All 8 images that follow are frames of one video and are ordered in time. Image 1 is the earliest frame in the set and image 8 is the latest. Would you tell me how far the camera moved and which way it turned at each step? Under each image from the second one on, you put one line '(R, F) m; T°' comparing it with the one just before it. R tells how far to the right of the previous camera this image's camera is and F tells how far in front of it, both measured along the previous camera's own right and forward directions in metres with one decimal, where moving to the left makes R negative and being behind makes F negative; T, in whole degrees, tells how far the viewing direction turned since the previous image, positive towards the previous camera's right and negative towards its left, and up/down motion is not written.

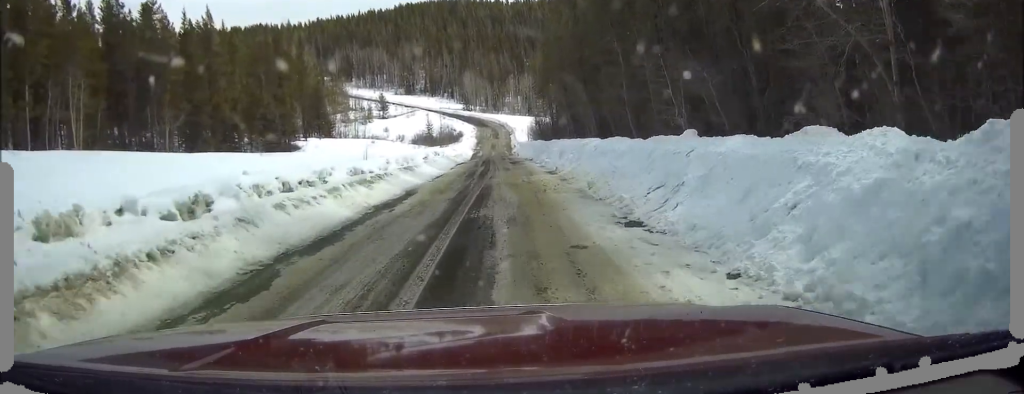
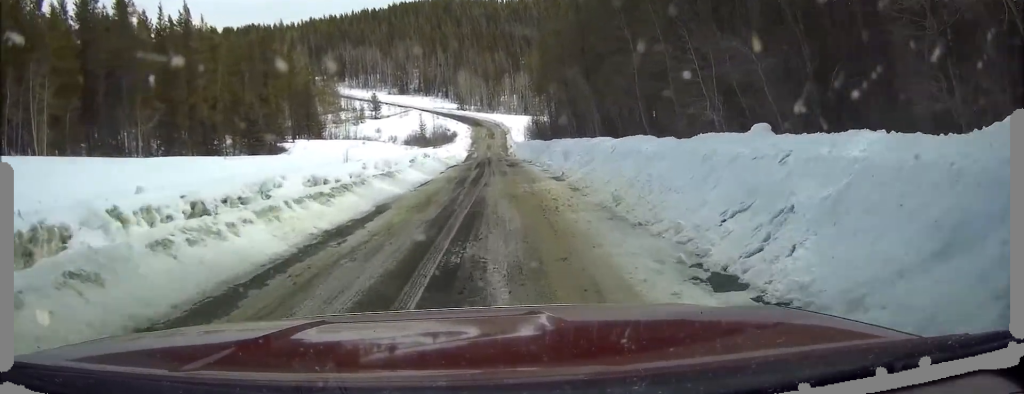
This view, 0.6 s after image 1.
(0.0, +4.6) m; +1°
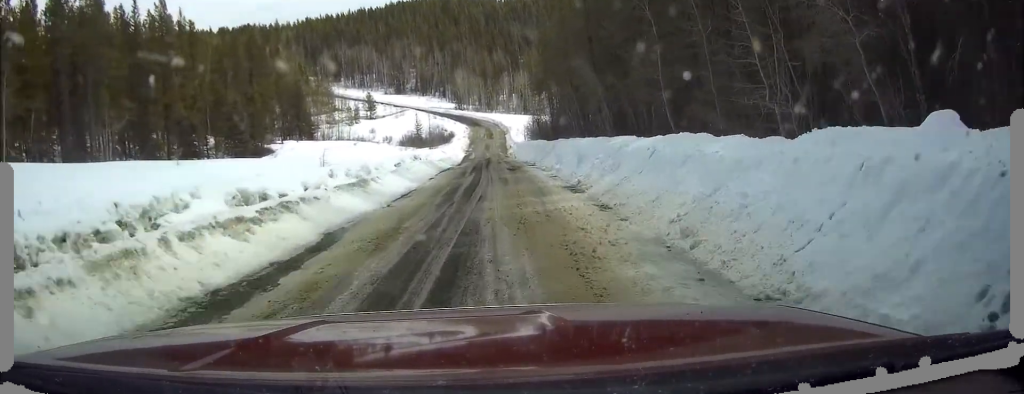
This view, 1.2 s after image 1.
(0.0, +5.2) m; +1°
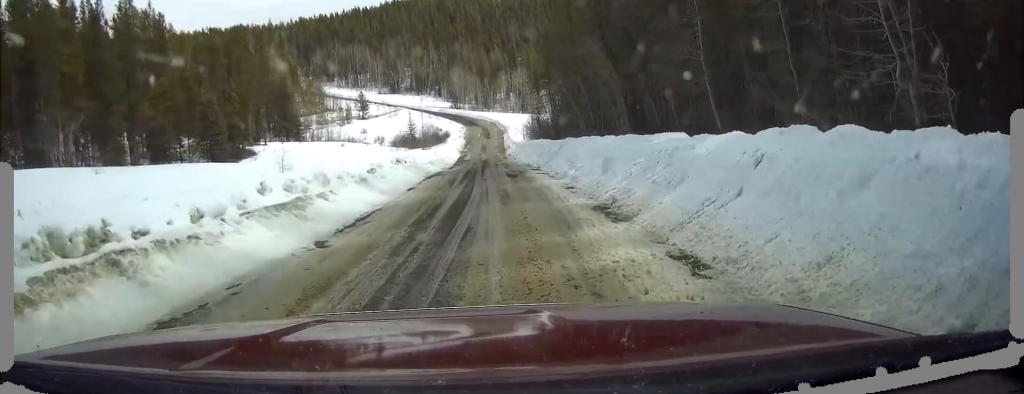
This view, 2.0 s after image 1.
(+0.1, +6.4) m; +2°
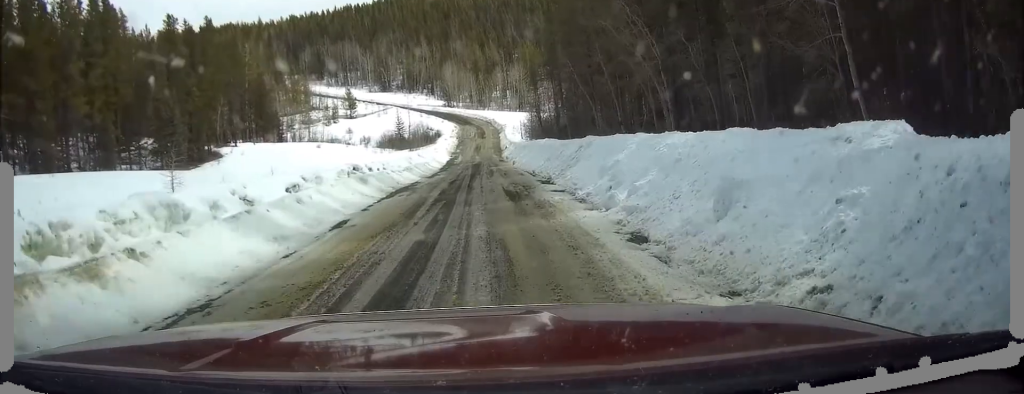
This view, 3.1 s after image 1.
(+0.3, +9.9) m; +1°
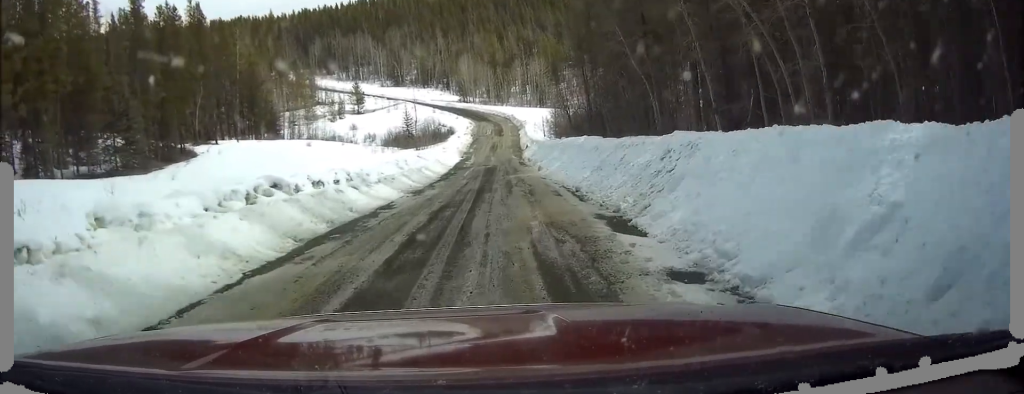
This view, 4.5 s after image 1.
(-0.3, +11.3) m; -3°
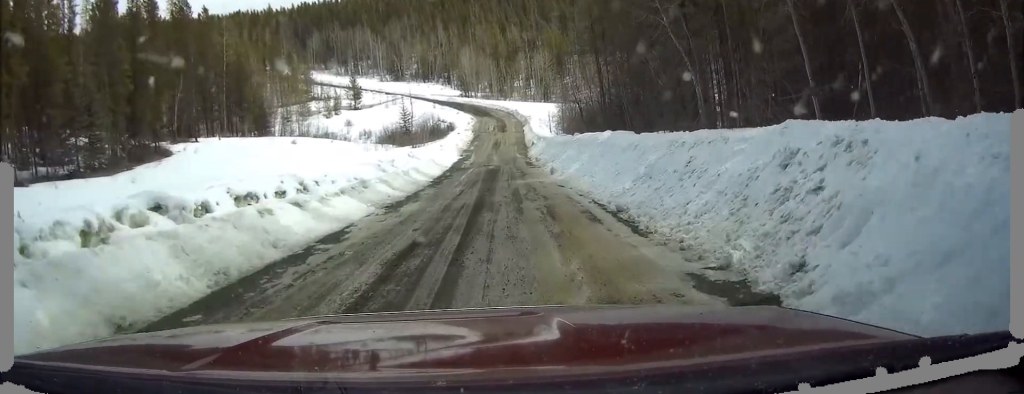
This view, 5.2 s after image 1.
(0.0, +5.8) m; -2°
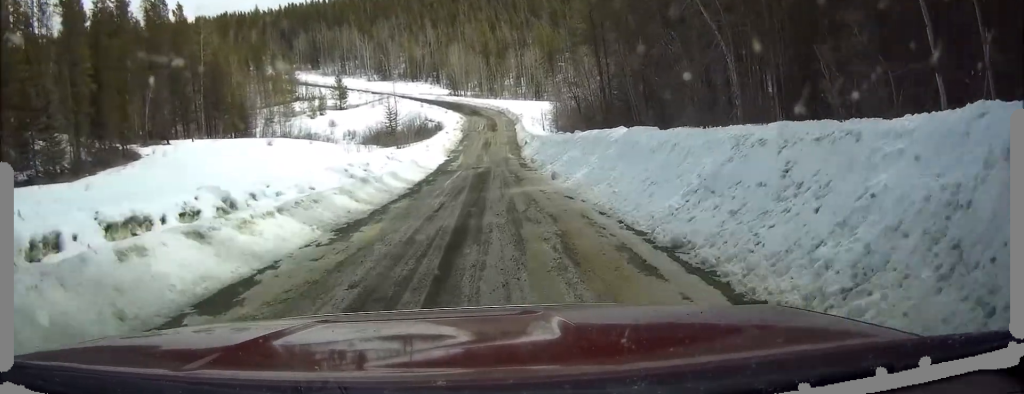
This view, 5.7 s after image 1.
(-0.2, +4.3) m; -1°
